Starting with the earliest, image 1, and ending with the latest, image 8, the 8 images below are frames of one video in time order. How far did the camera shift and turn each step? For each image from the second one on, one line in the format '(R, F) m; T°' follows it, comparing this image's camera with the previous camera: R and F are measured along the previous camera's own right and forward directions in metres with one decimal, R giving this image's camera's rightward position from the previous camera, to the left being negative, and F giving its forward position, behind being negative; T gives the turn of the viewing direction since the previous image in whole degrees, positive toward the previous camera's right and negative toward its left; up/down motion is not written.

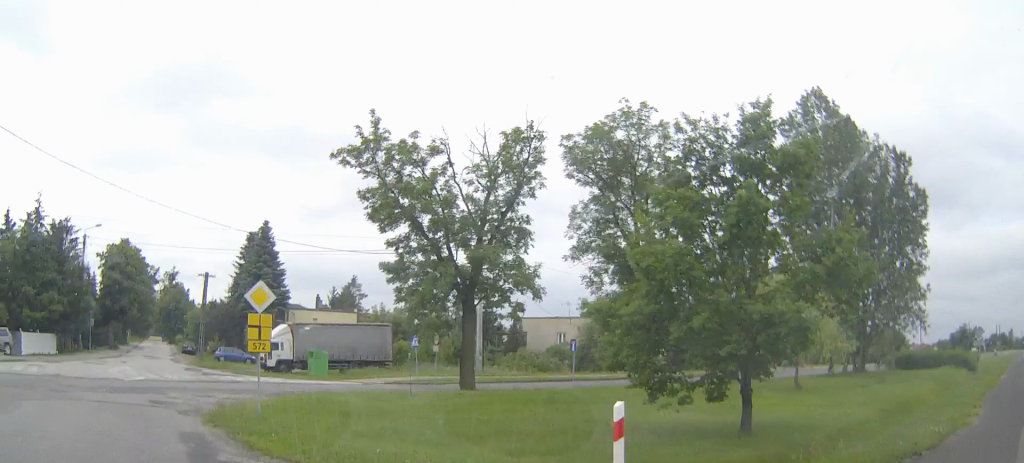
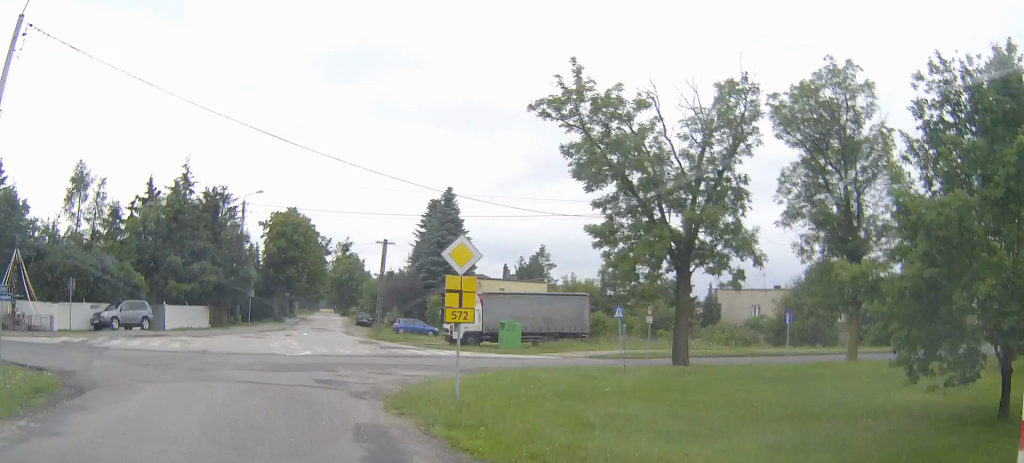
(-0.4, +3.2) m; -10°
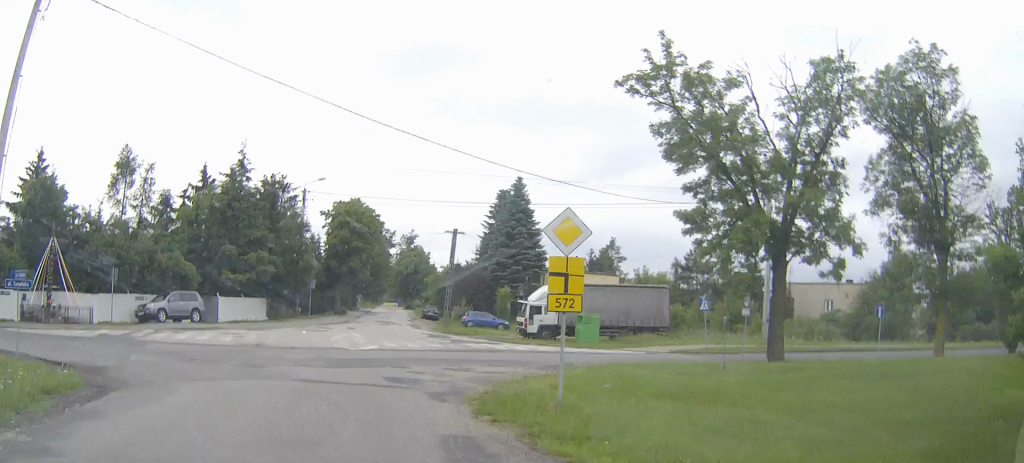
(-0.1, +2.2) m; -4°
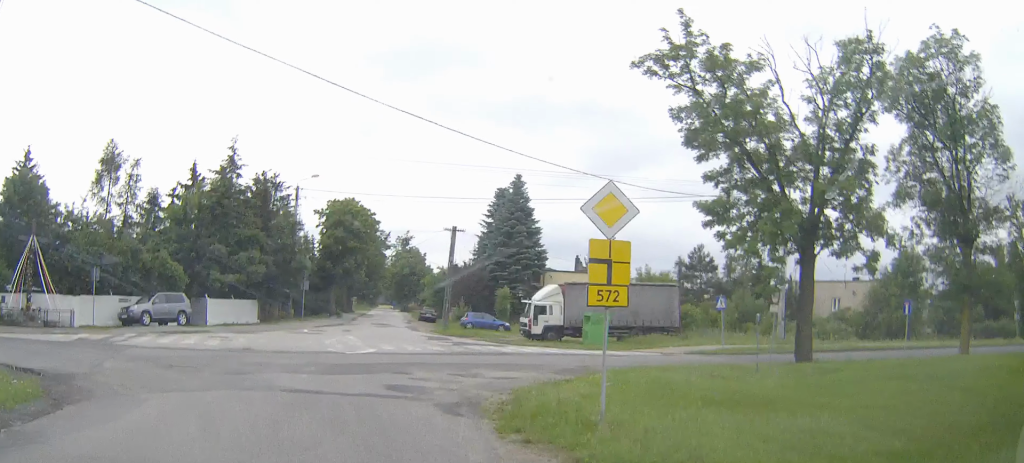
(0.0, +2.2) m; -2°
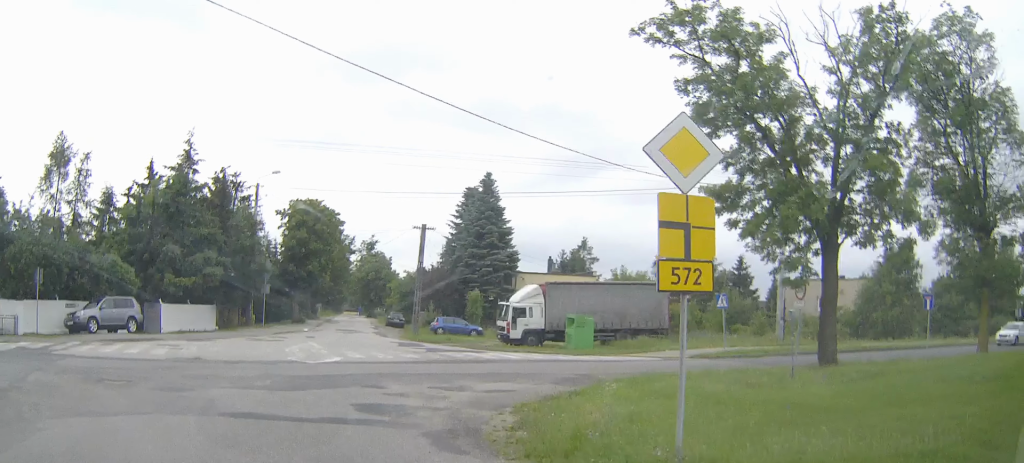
(0.0, +3.7) m; +1°
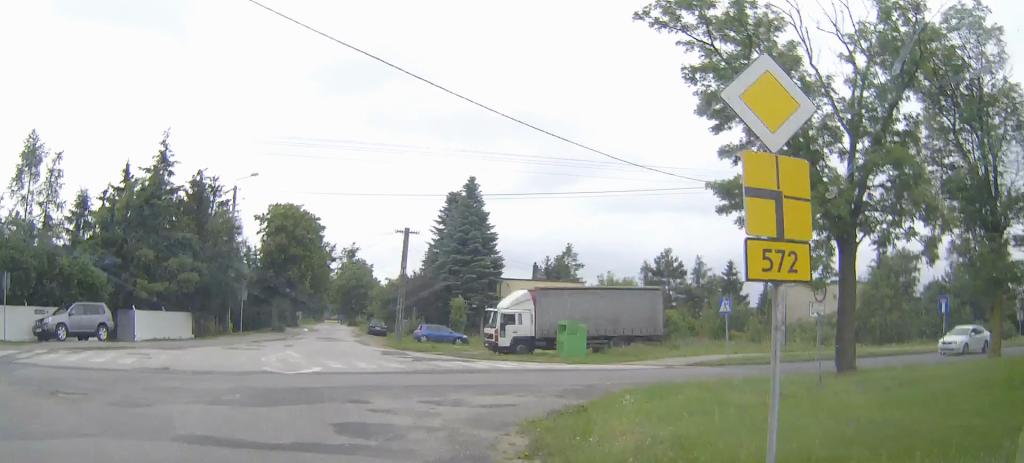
(0.0, +2.3) m; +2°
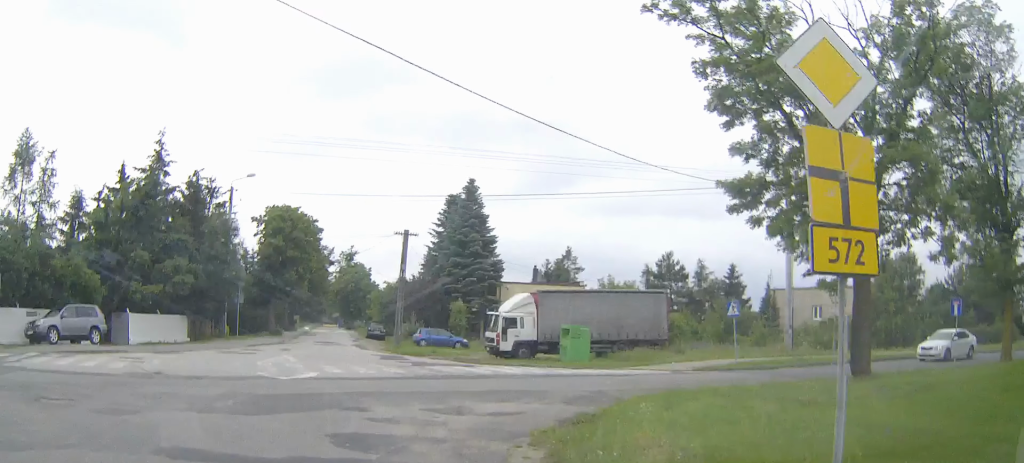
(0.0, +1.0) m; 0°
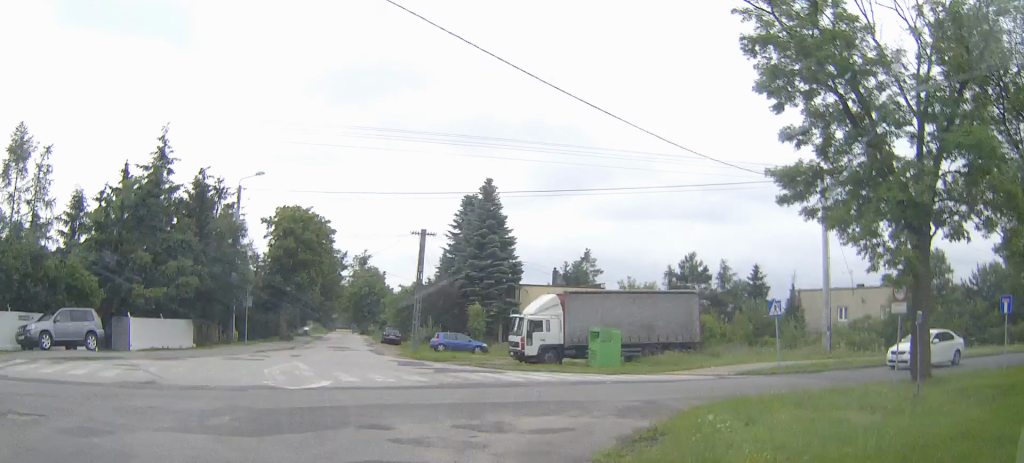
(0.0, +2.6) m; -4°
